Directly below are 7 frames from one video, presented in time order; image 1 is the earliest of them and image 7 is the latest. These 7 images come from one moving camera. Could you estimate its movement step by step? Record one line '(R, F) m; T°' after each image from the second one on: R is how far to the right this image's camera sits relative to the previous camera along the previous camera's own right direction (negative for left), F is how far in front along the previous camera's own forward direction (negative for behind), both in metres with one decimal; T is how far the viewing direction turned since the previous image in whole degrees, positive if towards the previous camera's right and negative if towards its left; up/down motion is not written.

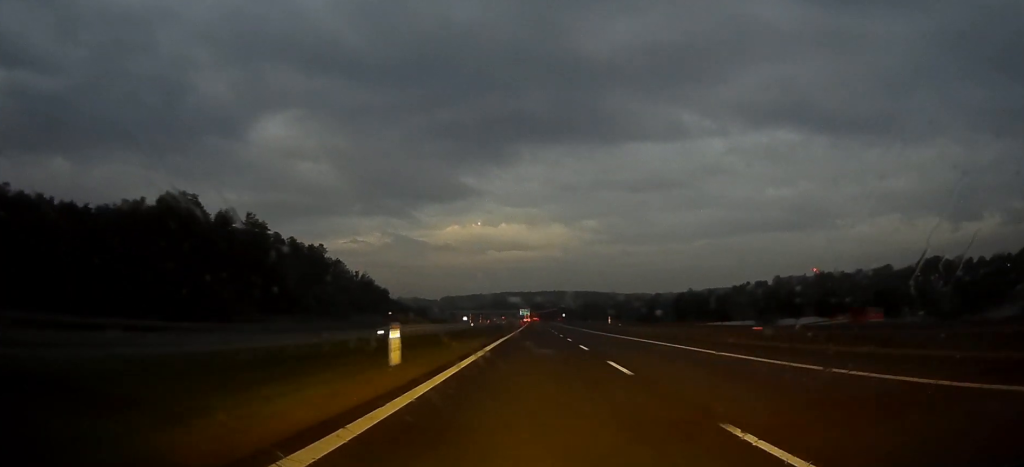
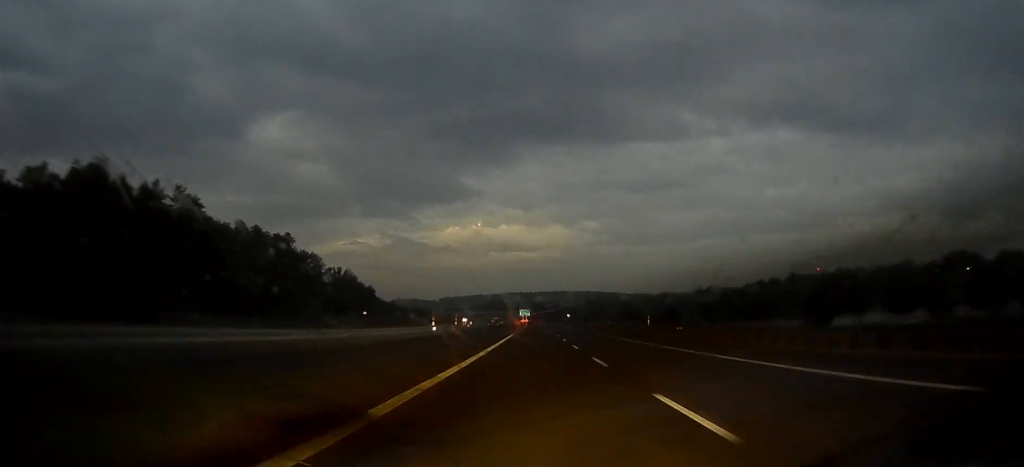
(+0.1, +32.1) m; 0°
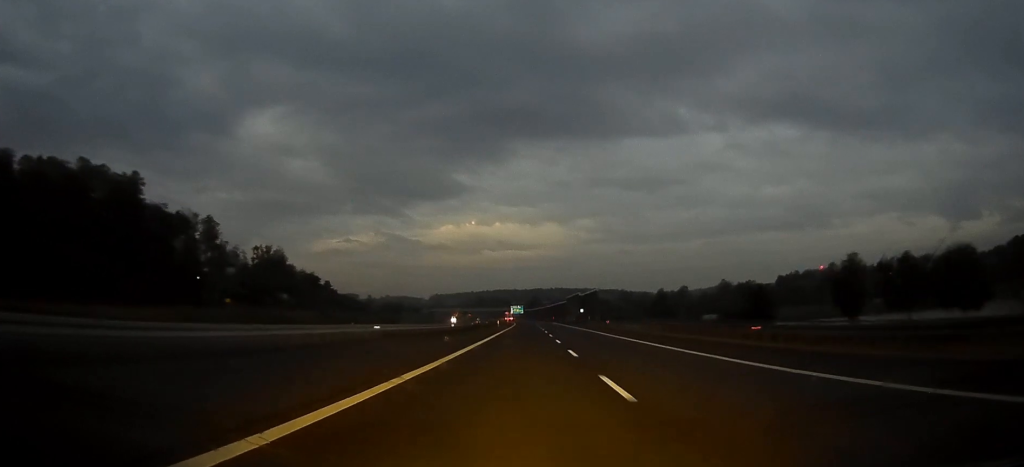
(+0.1, +80.3) m; 0°
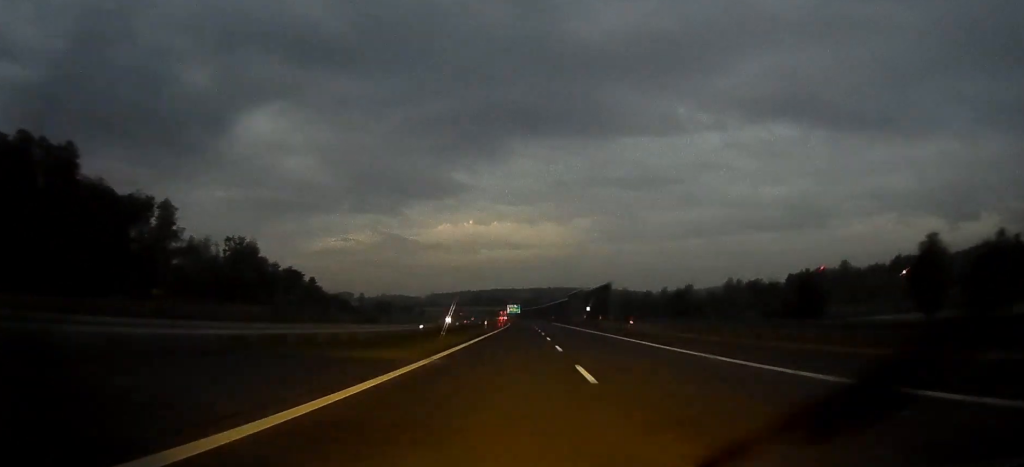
(0.0, +21.4) m; 0°
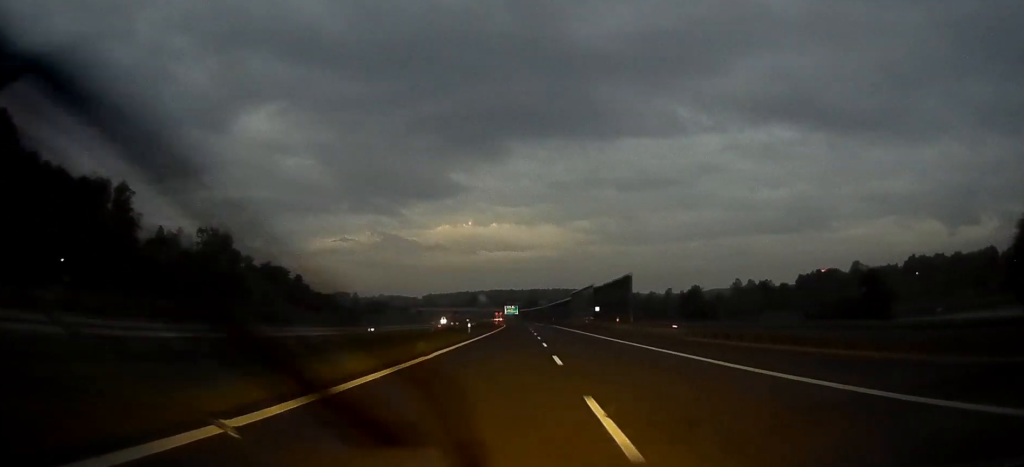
(0.0, +18.6) m; 0°
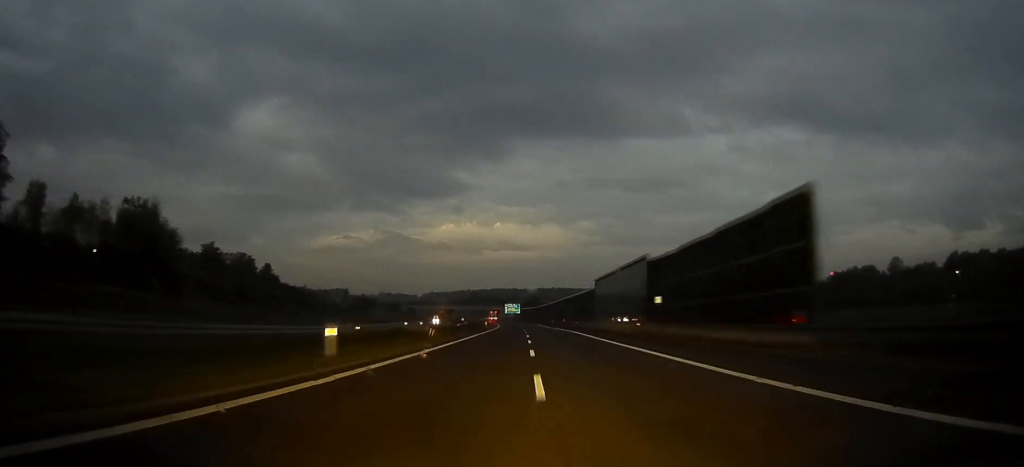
(0.0, +43.8) m; 0°
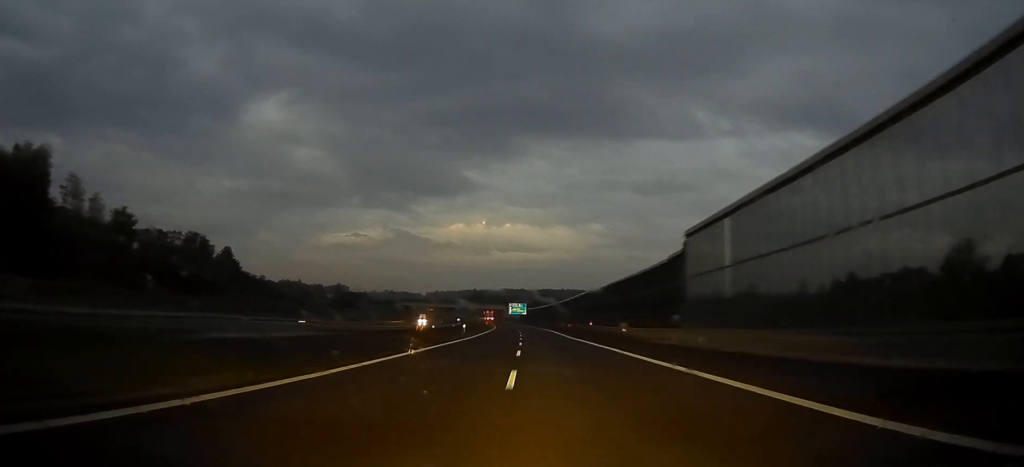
(-0.3, +46.2) m; -1°
